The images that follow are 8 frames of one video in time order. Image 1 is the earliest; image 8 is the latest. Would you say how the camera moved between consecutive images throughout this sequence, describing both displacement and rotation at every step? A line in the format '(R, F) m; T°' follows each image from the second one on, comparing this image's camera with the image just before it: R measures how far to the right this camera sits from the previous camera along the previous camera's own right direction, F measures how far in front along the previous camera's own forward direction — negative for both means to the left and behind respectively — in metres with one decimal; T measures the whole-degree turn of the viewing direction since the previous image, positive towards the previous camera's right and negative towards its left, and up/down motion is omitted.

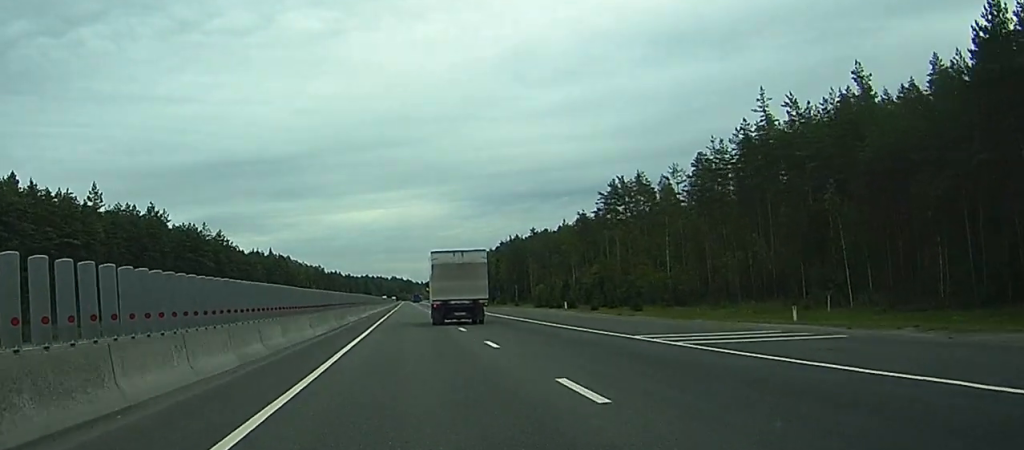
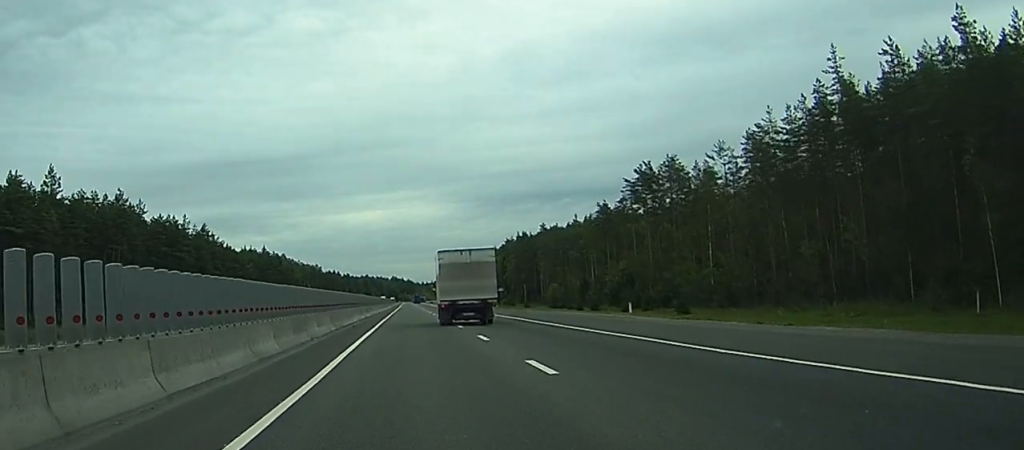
(-0.1, +19.6) m; 0°
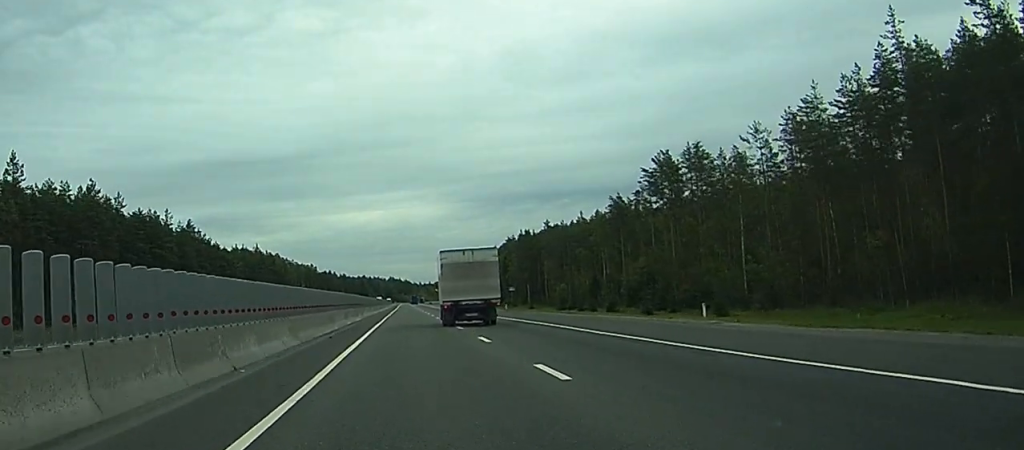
(0.0, +12.8) m; 0°
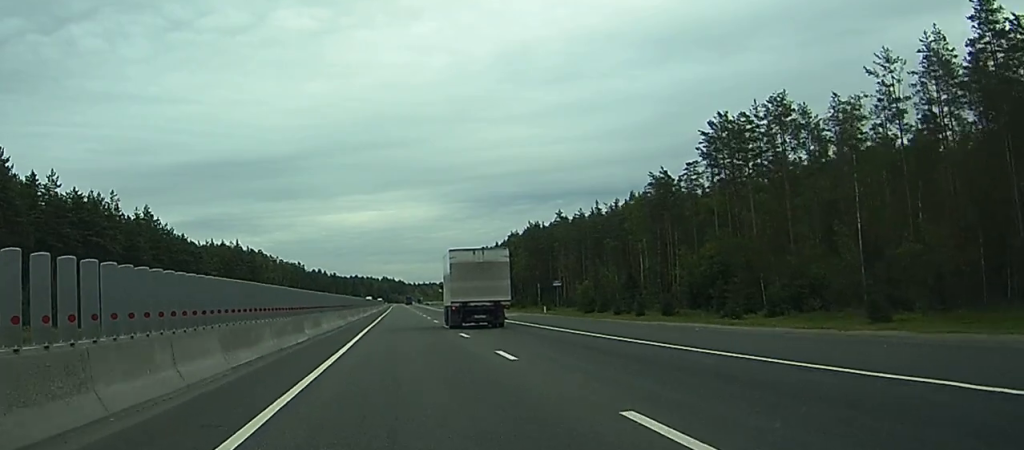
(+0.1, +30.8) m; +1°
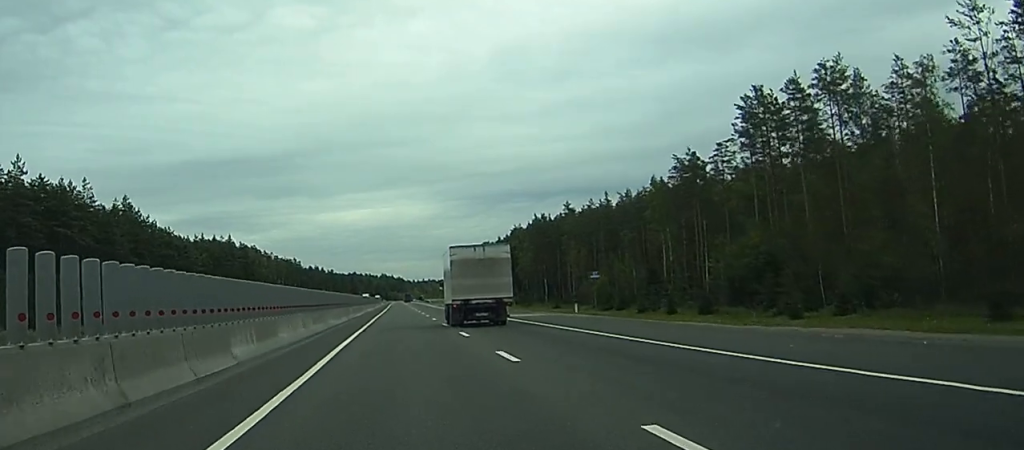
(+0.1, +12.9) m; 0°
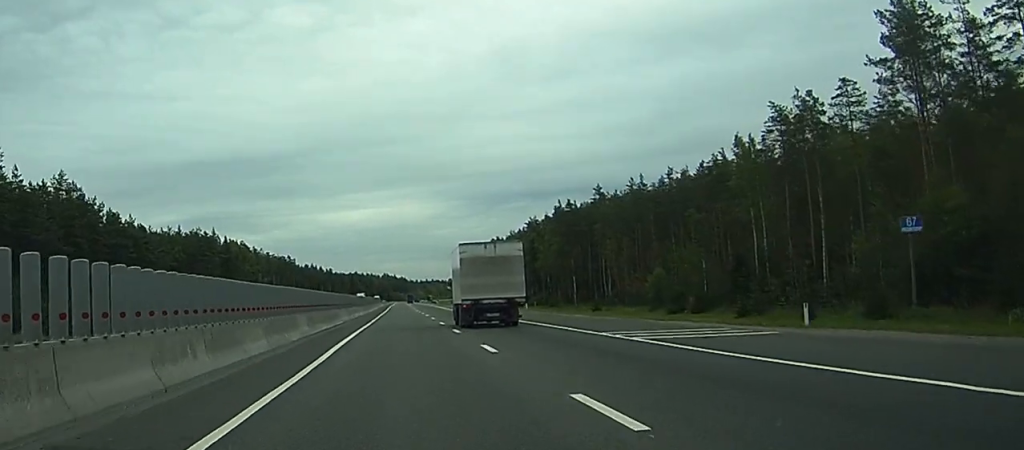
(0.0, +32.6) m; -1°
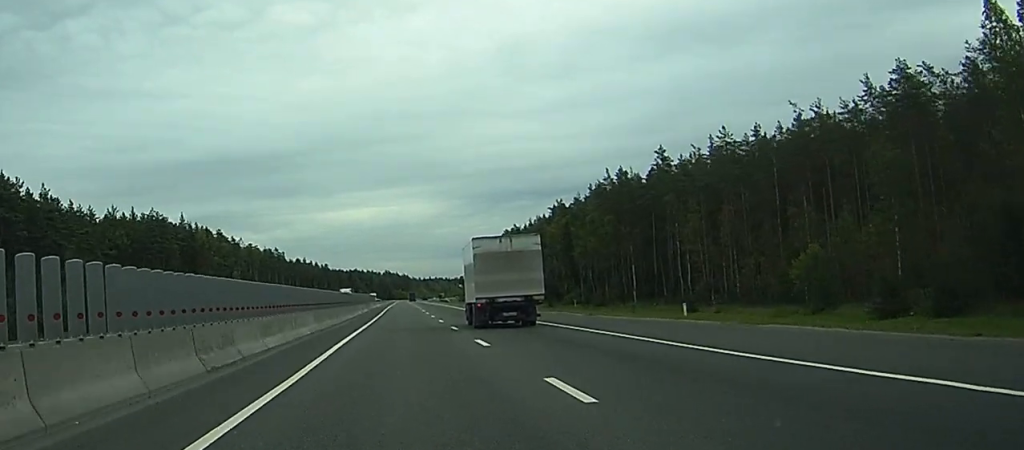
(-0.5, +45.8) m; -1°
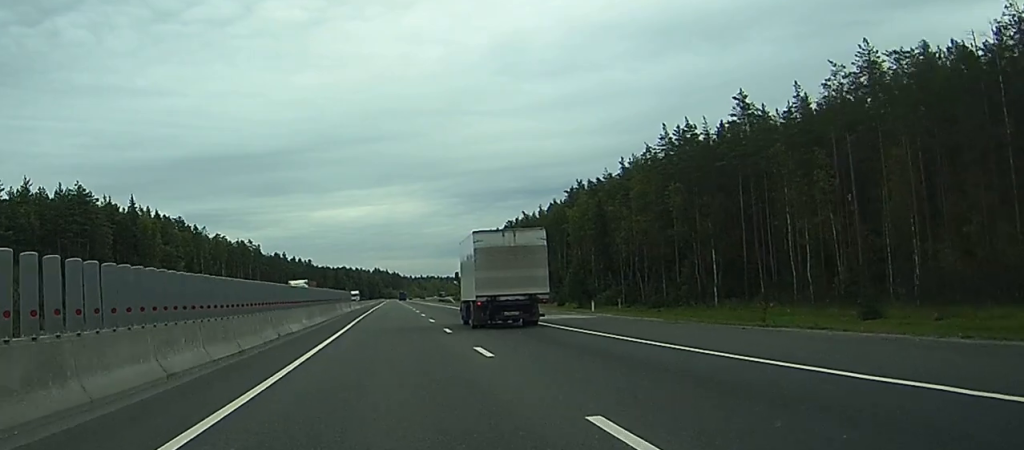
(+0.2, +39.7) m; +1°
